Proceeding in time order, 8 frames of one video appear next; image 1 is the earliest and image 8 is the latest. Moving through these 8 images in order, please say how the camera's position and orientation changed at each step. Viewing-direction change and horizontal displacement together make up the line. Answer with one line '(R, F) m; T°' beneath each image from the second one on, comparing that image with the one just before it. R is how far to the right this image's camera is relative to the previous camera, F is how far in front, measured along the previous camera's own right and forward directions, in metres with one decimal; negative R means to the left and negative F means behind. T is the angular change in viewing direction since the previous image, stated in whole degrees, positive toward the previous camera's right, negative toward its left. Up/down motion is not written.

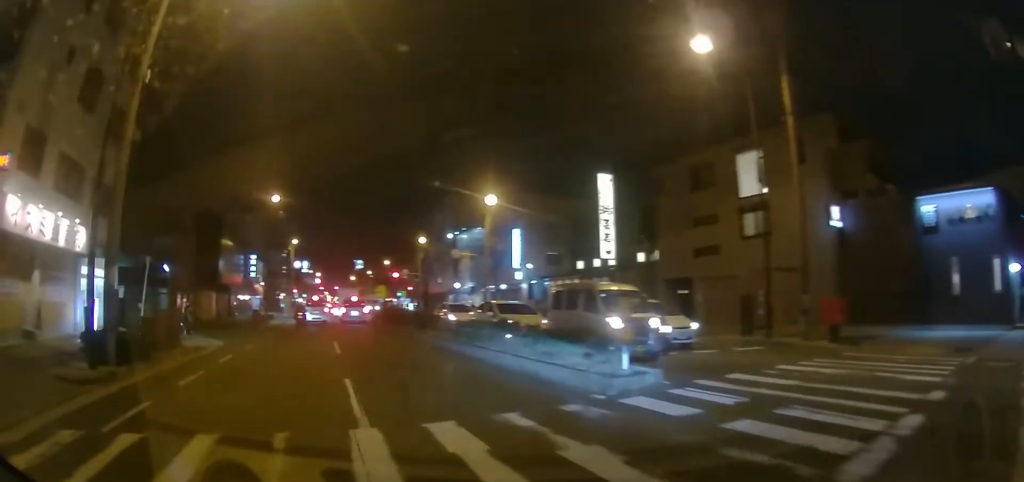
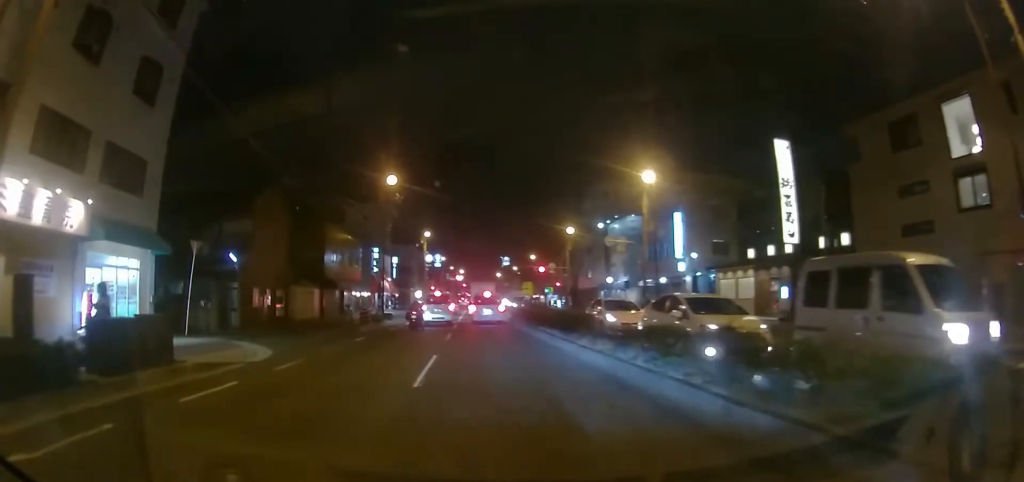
(-1.1, +5.7) m; -19°
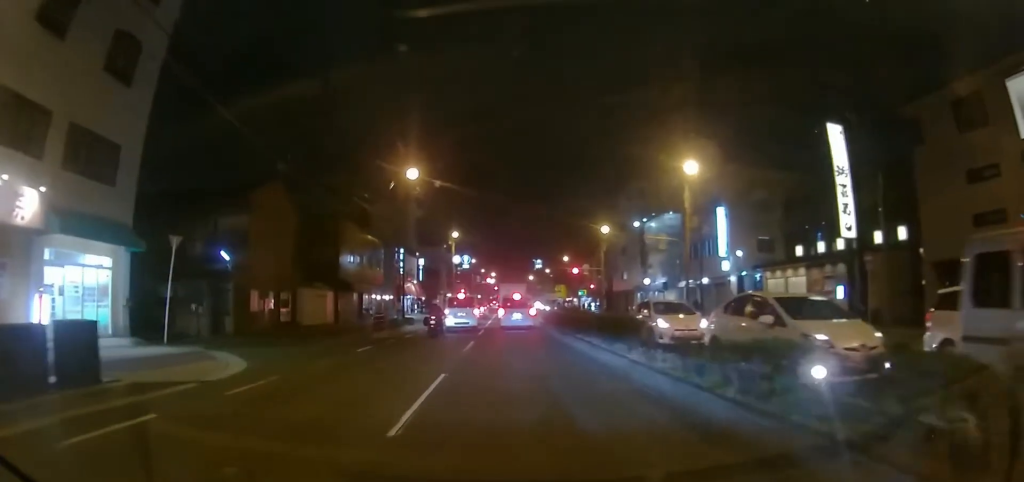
(-0.1, +3.0) m; -4°
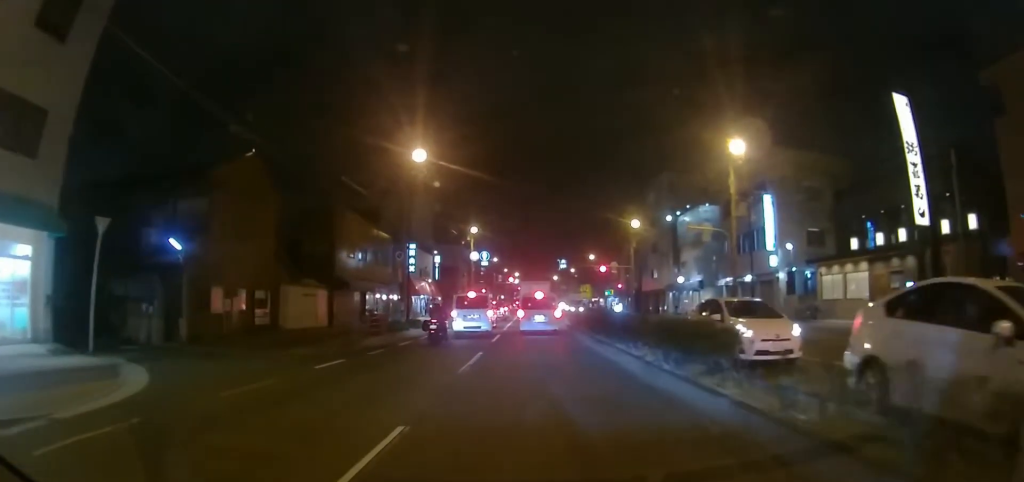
(-0.2, +4.6) m; -3°
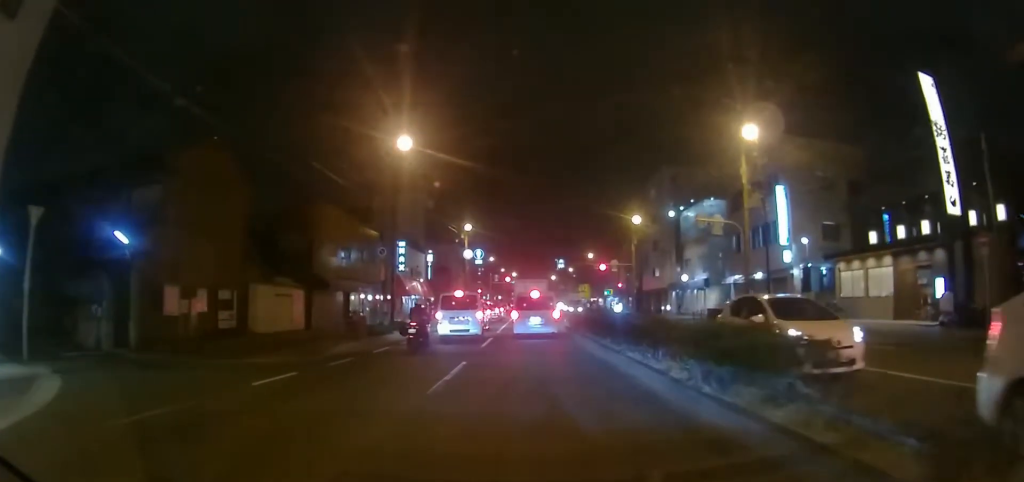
(0.0, +2.6) m; 0°
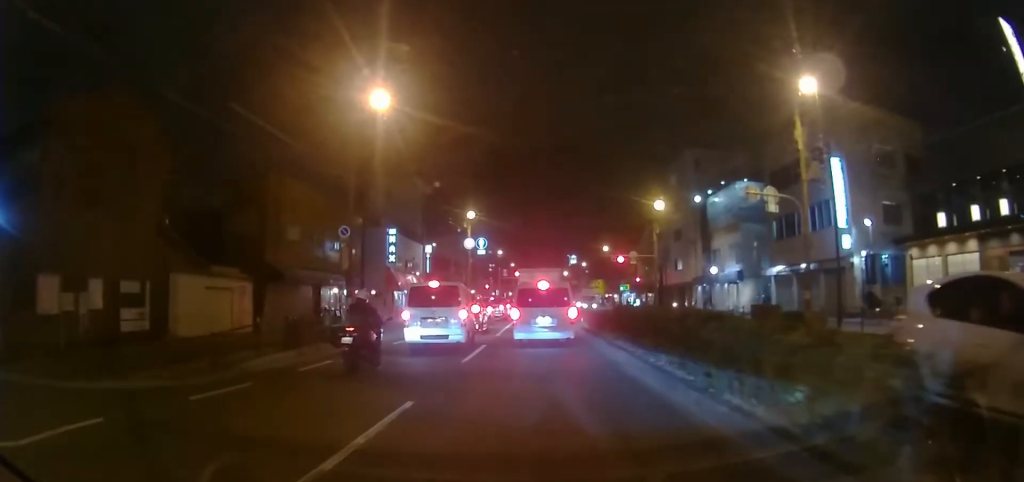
(0.0, +6.3) m; +1°
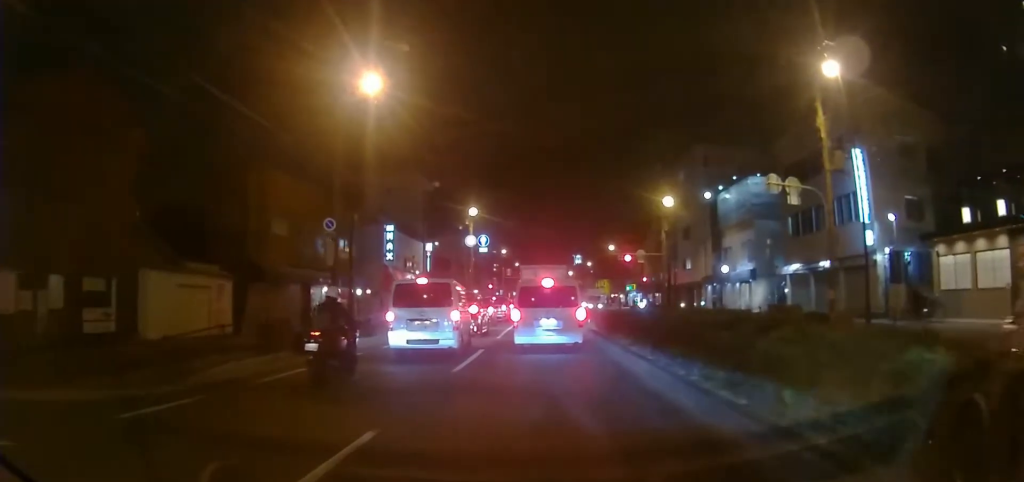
(0.0, +2.2) m; 0°
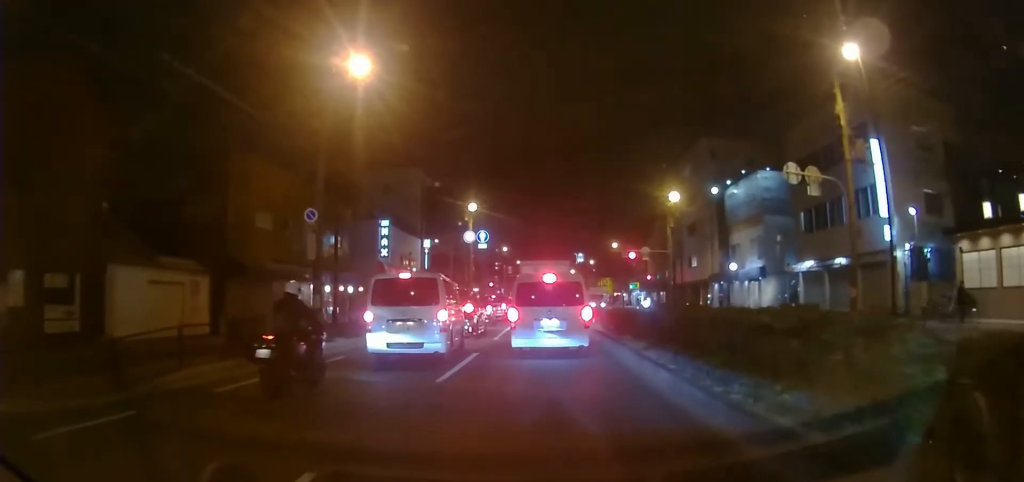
(0.0, +1.9) m; 0°
